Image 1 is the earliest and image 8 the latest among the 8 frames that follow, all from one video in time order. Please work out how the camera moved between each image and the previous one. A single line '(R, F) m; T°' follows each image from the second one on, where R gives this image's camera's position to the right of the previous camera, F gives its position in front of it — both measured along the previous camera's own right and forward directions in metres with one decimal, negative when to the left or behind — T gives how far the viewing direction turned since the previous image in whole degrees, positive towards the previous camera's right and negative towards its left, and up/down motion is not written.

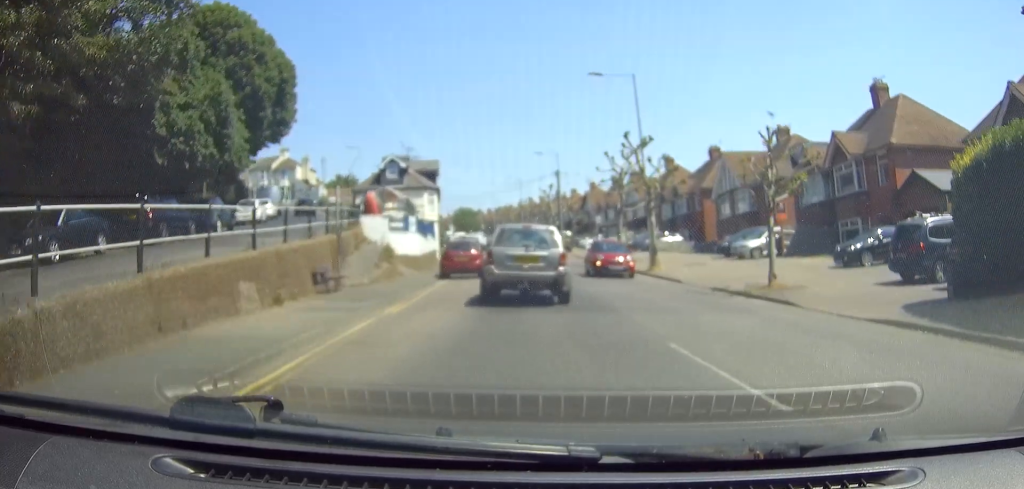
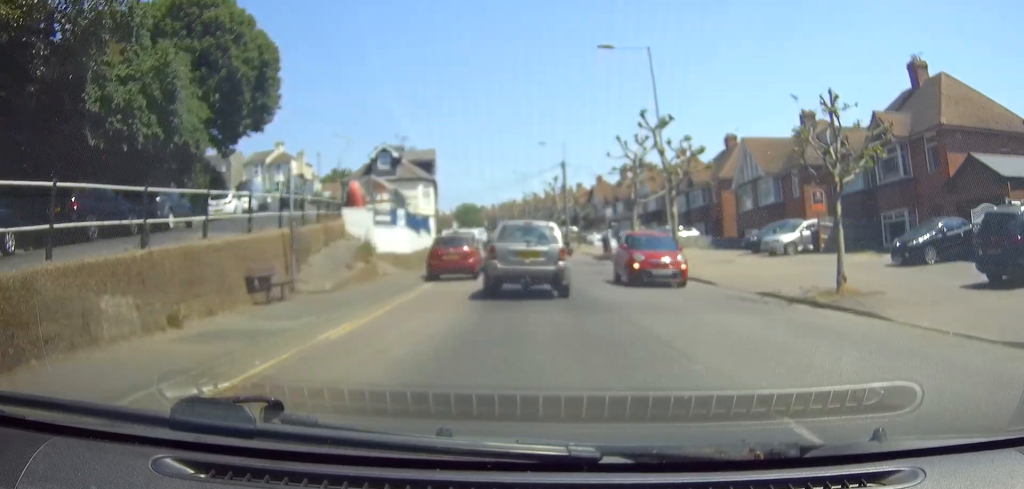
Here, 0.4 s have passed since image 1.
(+0.1, +4.4) m; 0°
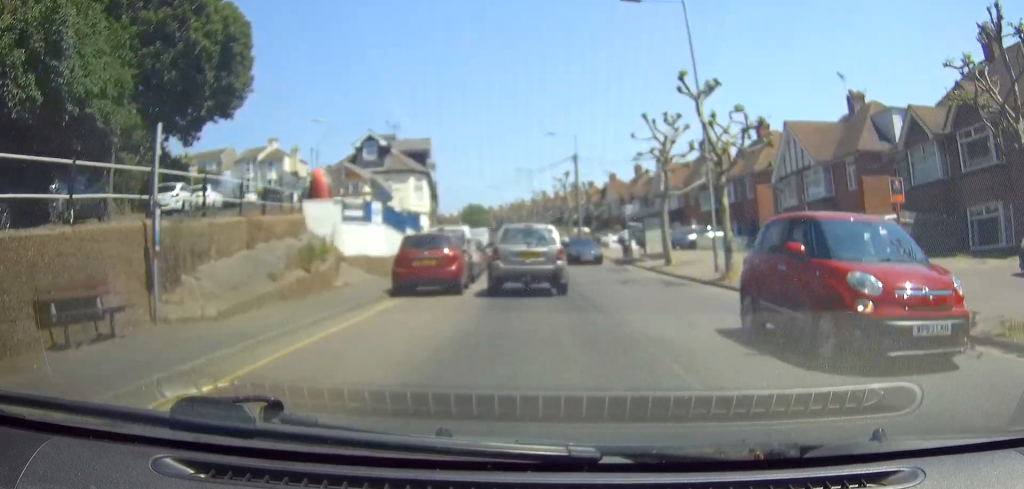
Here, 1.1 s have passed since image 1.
(+0.1, +6.7) m; 0°
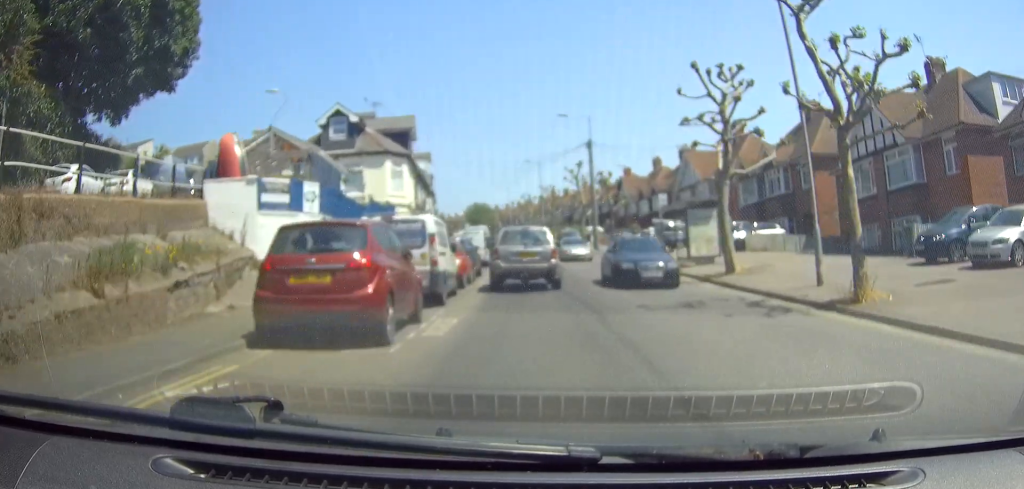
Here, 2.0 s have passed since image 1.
(-0.2, +8.9) m; -2°
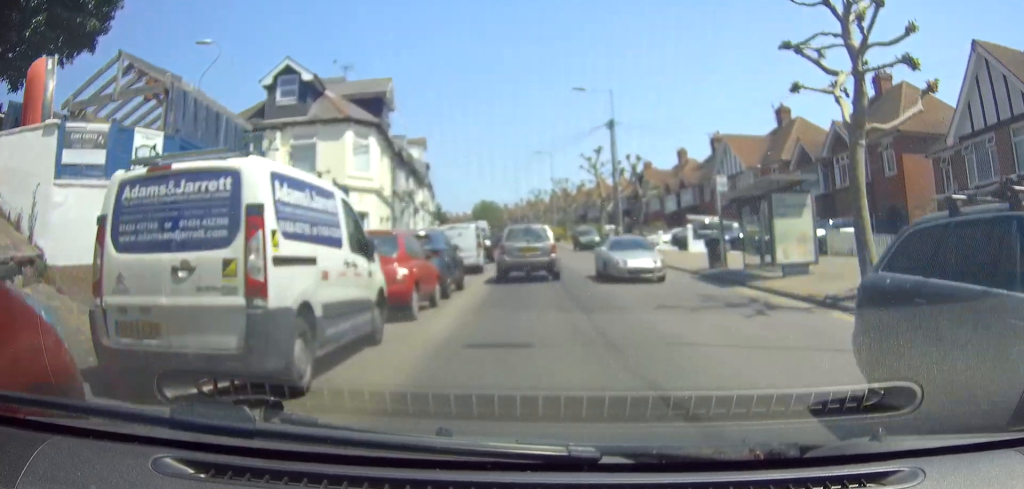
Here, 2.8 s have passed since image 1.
(-0.2, +8.9) m; -1°
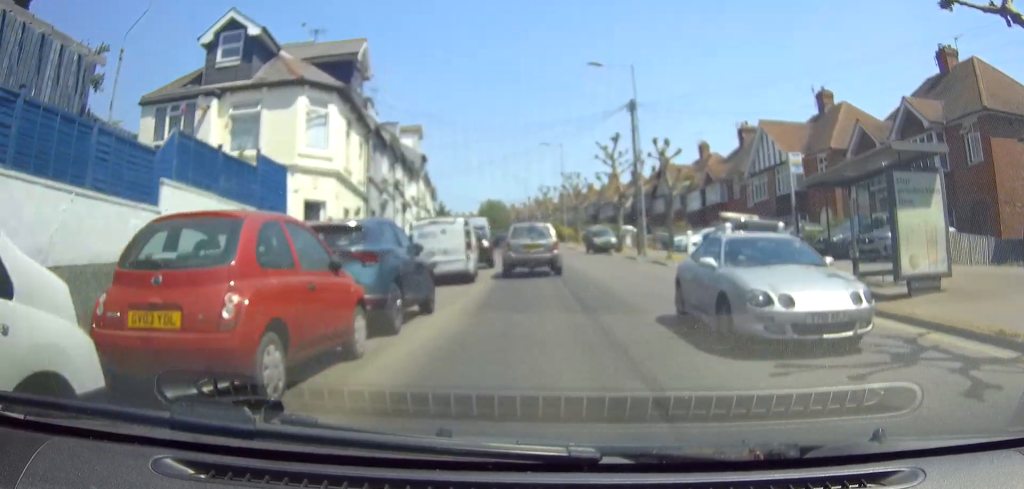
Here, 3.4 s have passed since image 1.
(0.0, +6.3) m; 0°
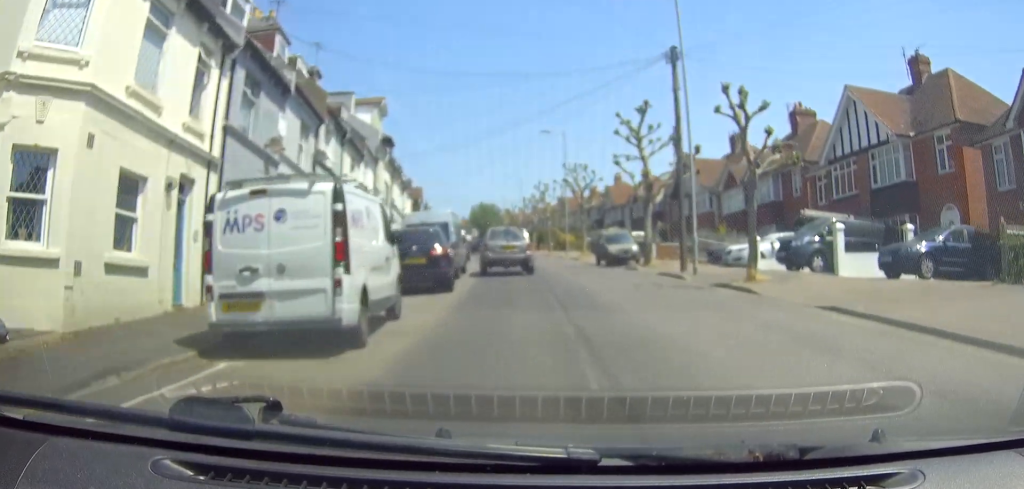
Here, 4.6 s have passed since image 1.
(0.0, +12.5) m; 0°
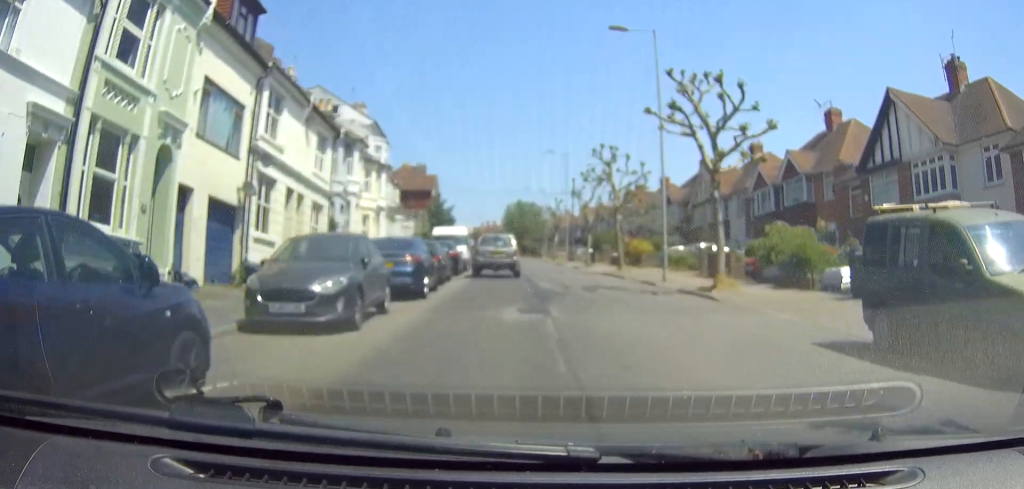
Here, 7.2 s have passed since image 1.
(-0.8, +29.0) m; -4°
